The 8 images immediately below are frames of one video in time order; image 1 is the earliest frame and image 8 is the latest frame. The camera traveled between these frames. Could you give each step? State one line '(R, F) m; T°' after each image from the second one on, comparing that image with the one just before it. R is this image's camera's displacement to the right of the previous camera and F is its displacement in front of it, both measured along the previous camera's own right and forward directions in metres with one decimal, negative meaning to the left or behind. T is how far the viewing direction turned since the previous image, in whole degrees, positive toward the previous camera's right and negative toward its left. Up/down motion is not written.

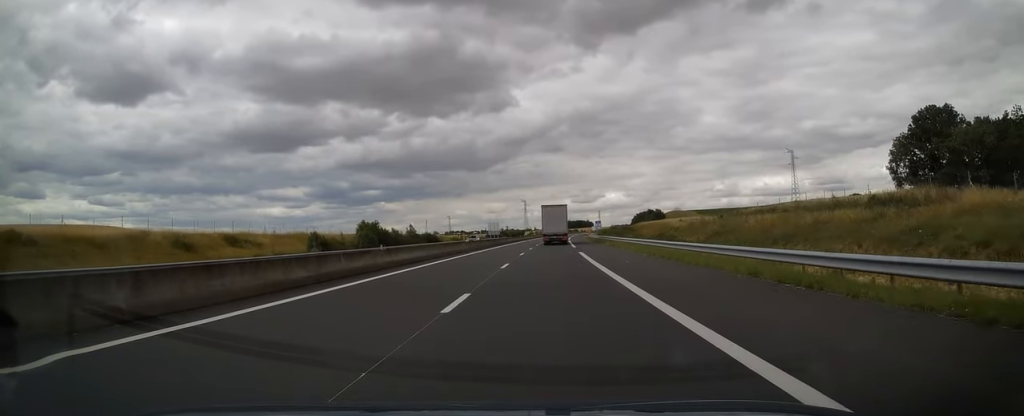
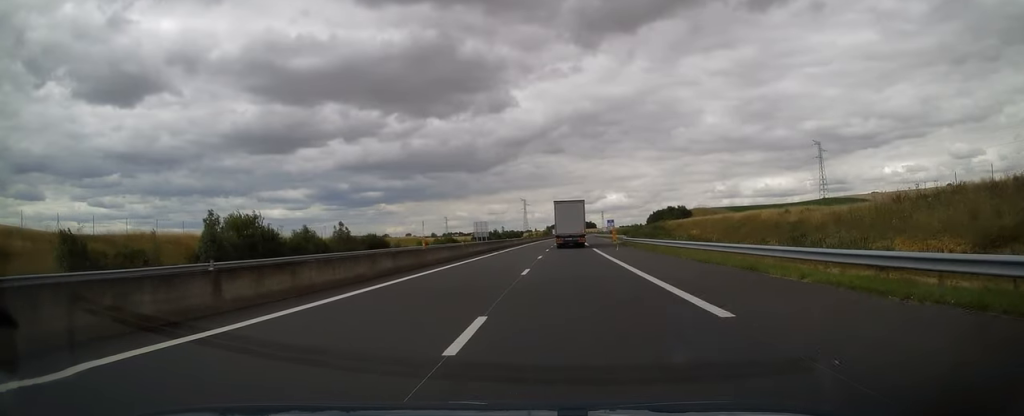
(-0.1, +42.5) m; 0°
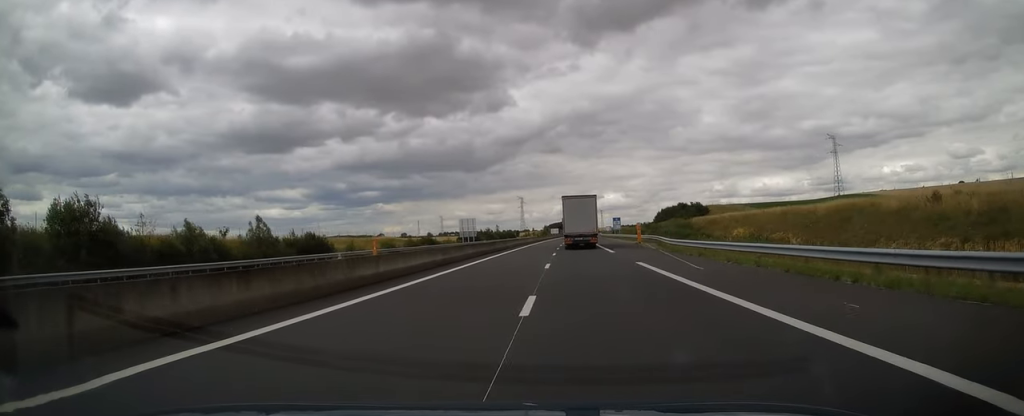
(0.0, +23.1) m; 0°
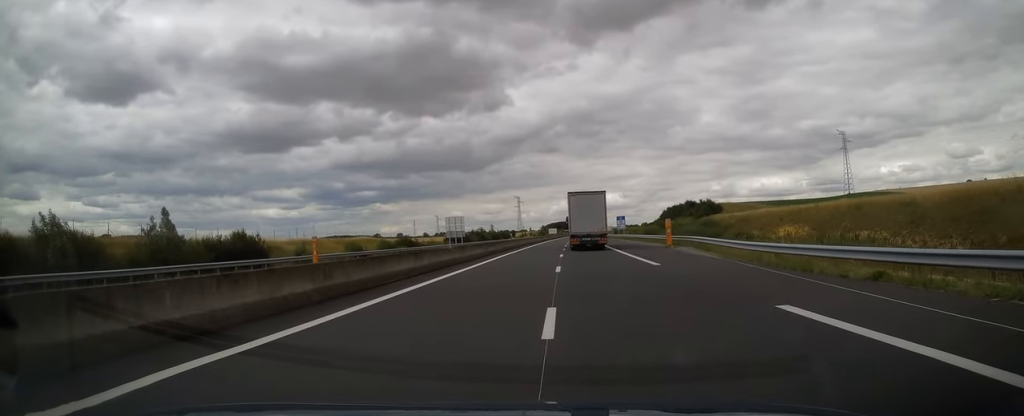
(0.0, +15.4) m; 0°
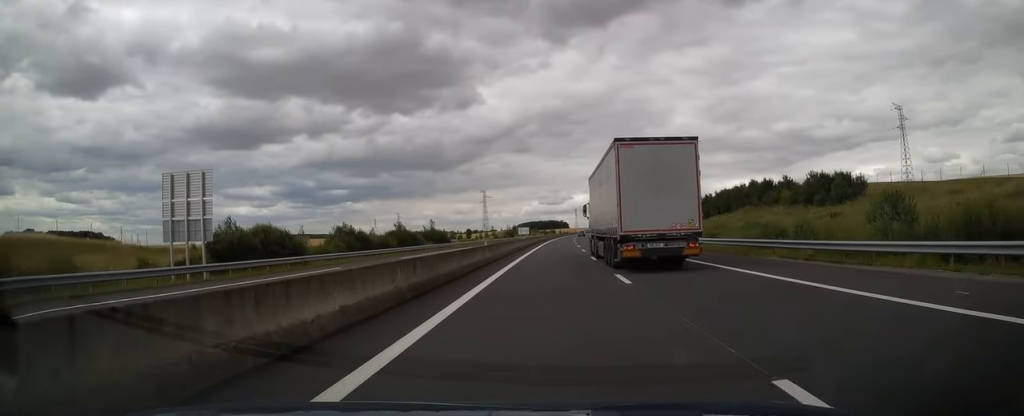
(+1.5, +84.2) m; +3°
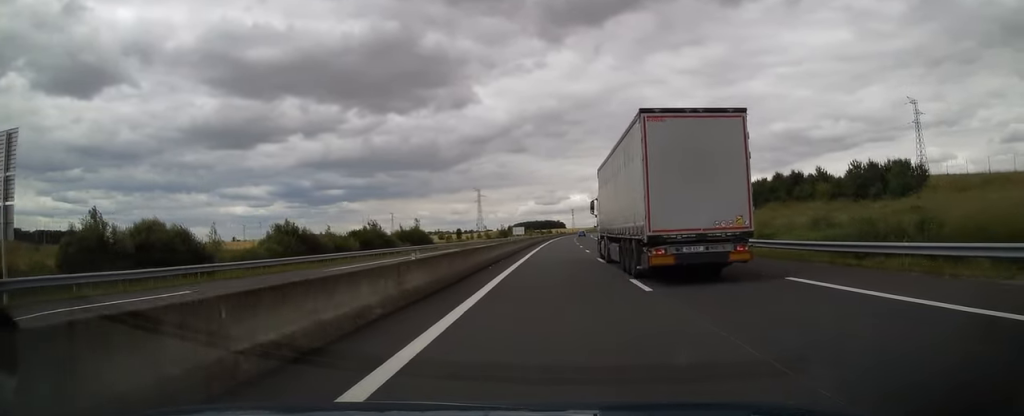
(+0.3, +15.0) m; +1°
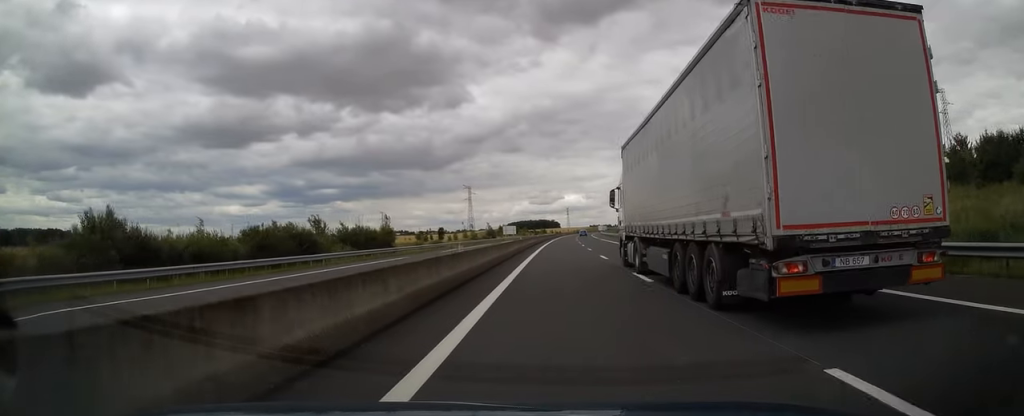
(+0.2, +23.9) m; 0°
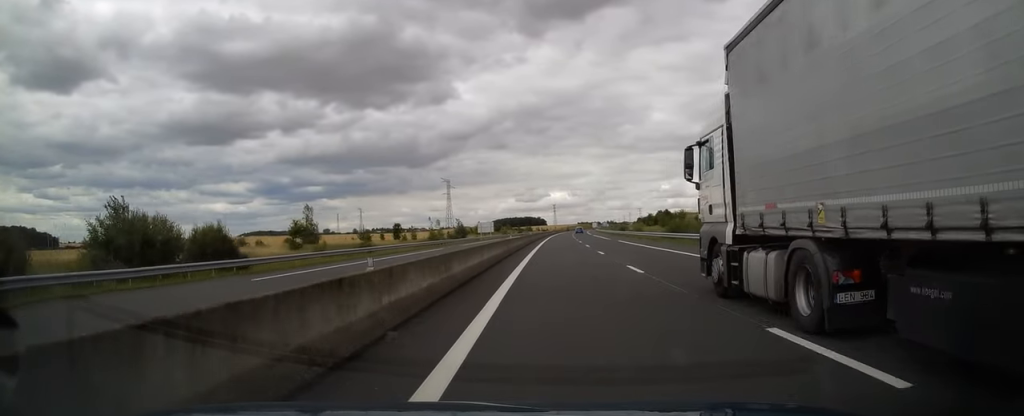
(0.0, +36.7) m; +1°
